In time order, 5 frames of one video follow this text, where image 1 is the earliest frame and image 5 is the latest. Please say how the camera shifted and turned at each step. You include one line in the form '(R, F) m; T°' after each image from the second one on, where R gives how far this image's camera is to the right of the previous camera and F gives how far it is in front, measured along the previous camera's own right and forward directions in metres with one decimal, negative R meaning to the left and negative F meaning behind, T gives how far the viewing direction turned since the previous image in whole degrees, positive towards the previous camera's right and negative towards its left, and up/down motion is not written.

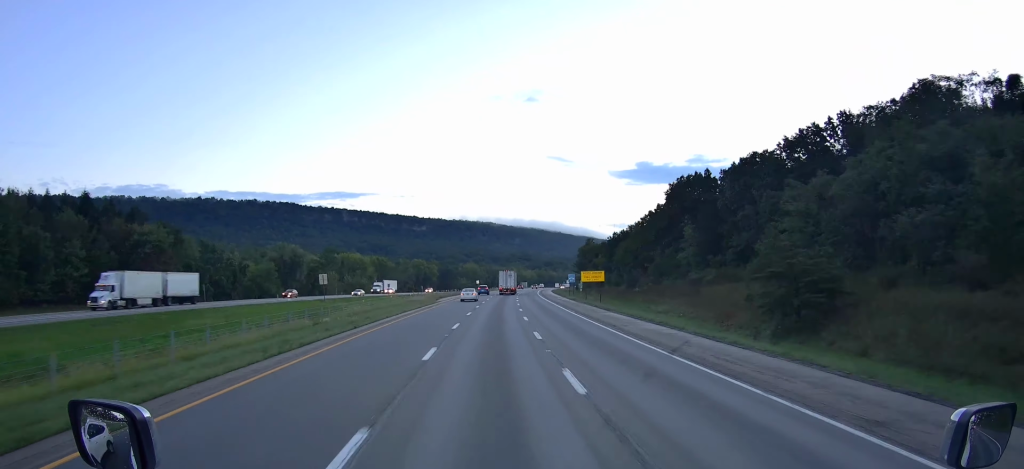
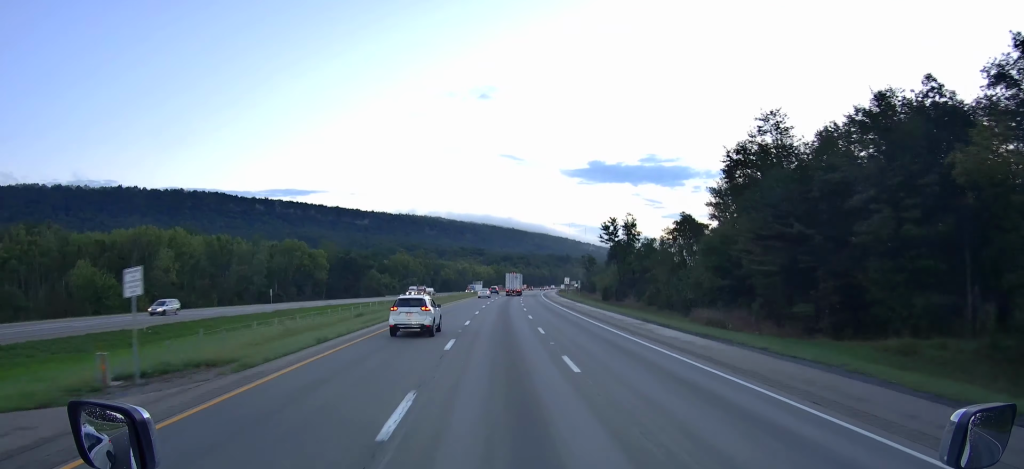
(+6.1, +143.2) m; +4°
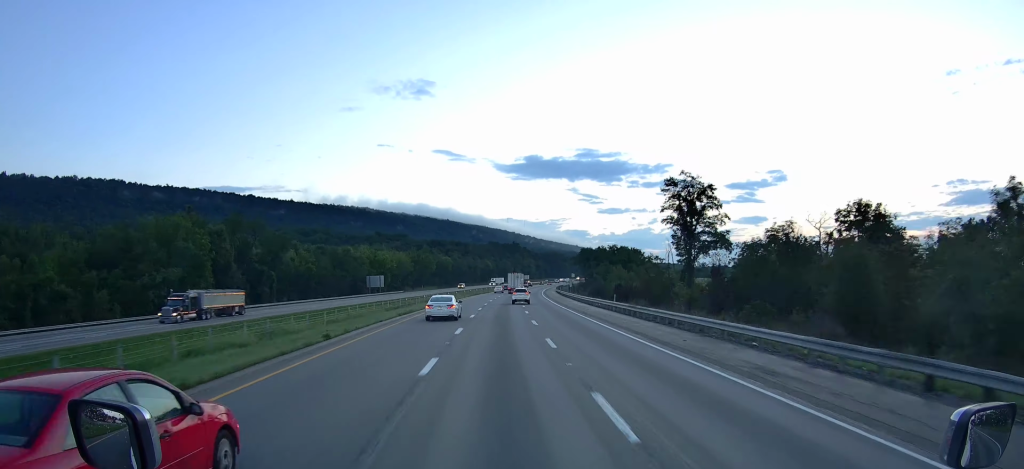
(+9.4, +176.9) m; +6°
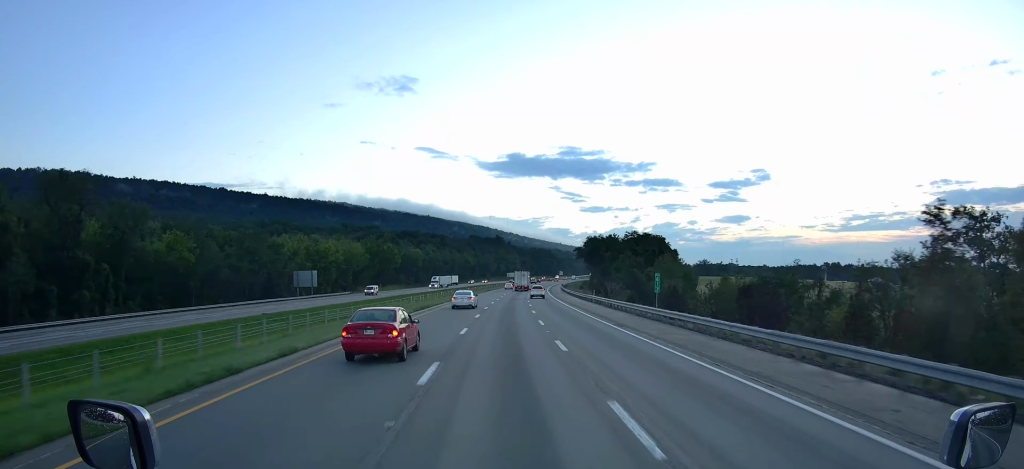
(+1.9, +61.9) m; +2°
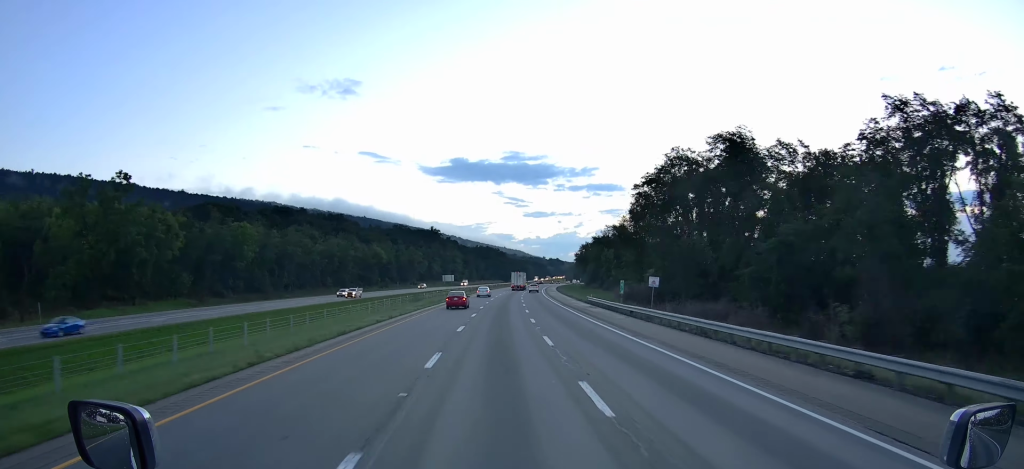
(+3.4, +143.7) m; +3°
